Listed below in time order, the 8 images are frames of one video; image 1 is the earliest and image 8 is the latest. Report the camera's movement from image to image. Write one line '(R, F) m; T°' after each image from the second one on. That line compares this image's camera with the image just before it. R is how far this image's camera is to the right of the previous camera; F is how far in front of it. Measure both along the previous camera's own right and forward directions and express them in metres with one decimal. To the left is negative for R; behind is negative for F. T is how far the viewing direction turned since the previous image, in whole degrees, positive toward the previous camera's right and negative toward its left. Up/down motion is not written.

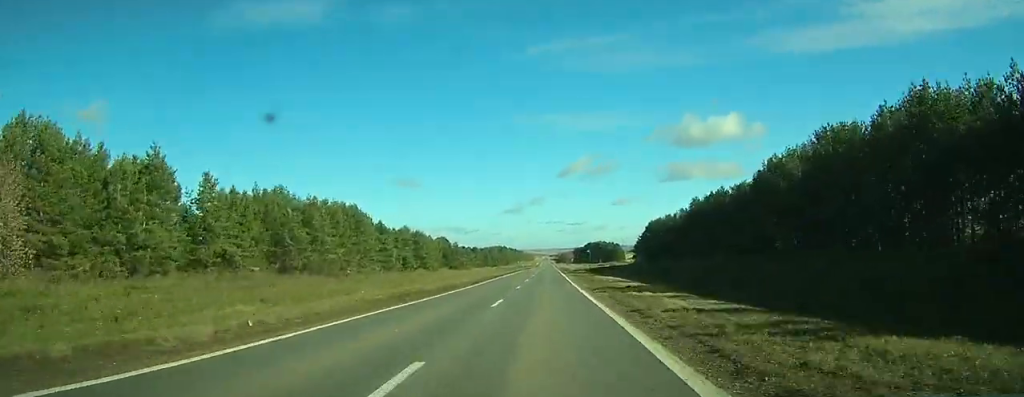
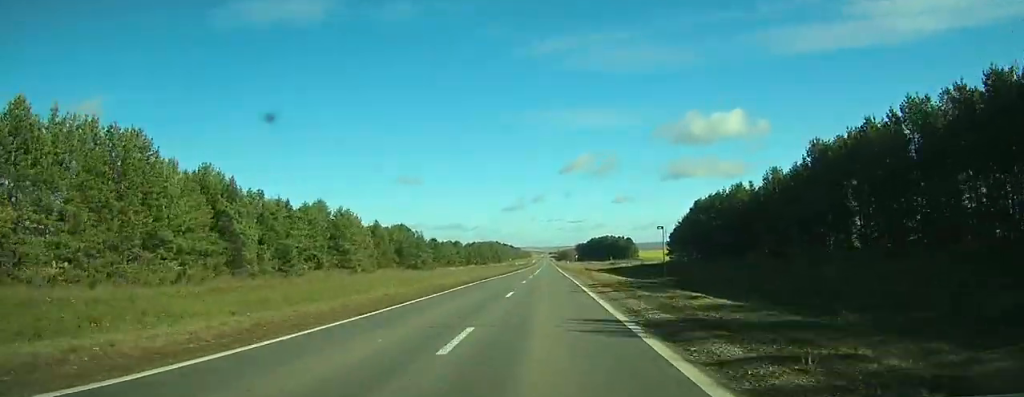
(-0.1, +58.1) m; 0°
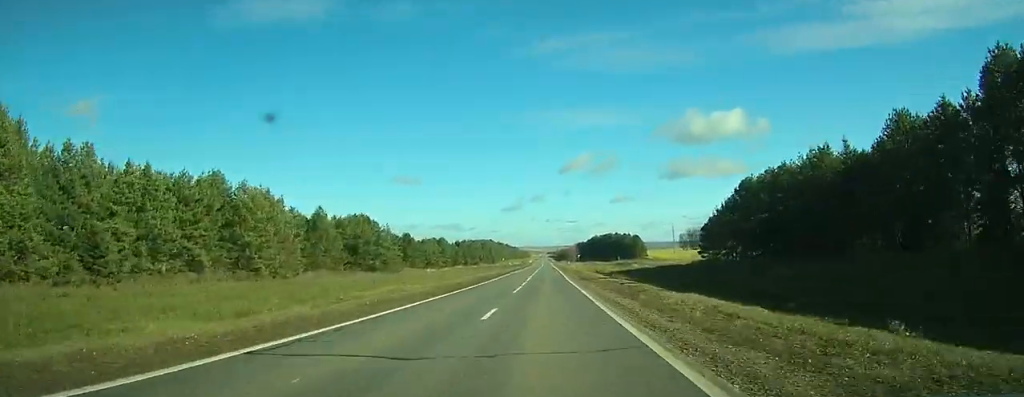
(-0.1, +31.3) m; 0°
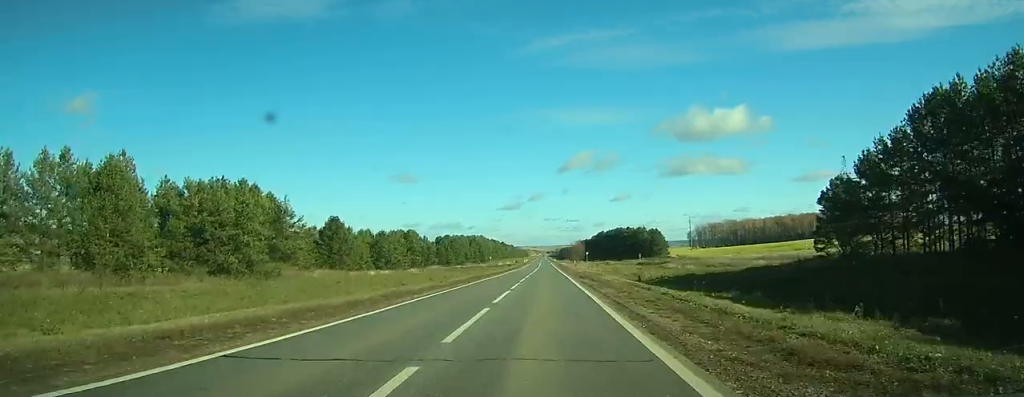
(+0.2, +47.9) m; 0°
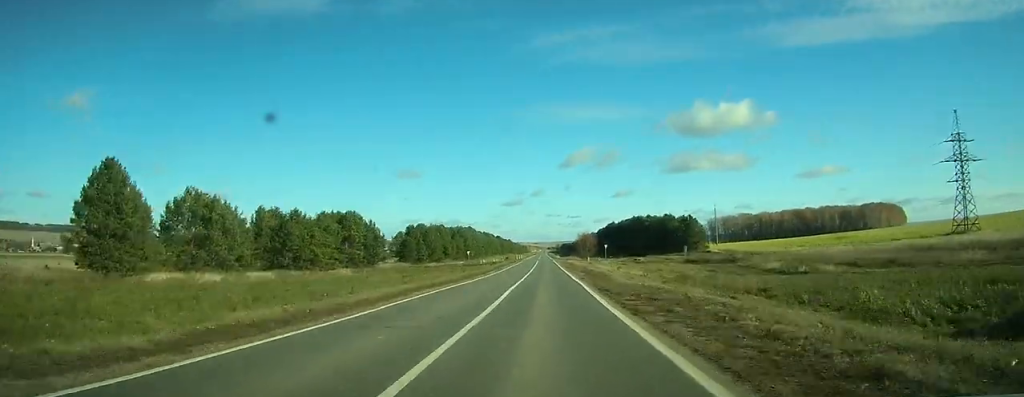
(0.0, +51.4) m; 0°
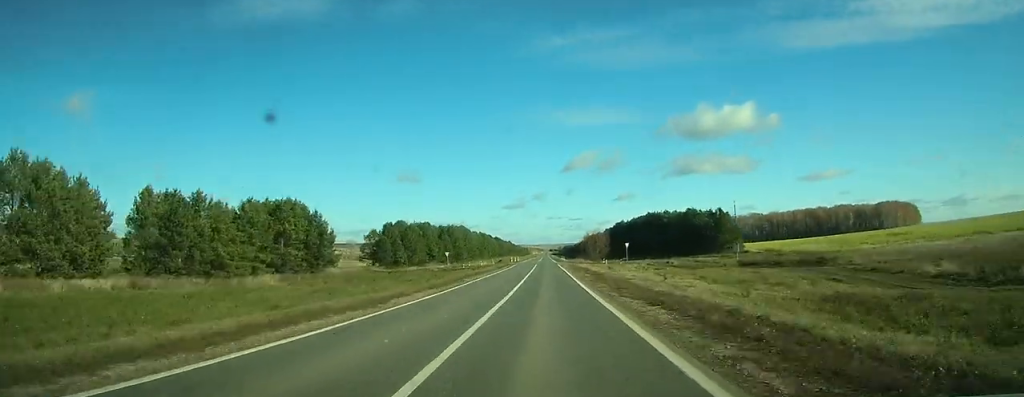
(0.0, +28.6) m; 0°
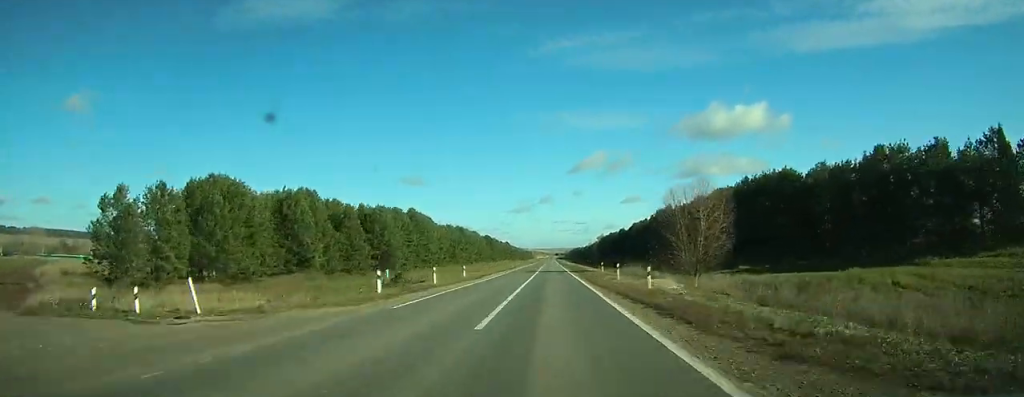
(-0.2, +93.9) m; 0°
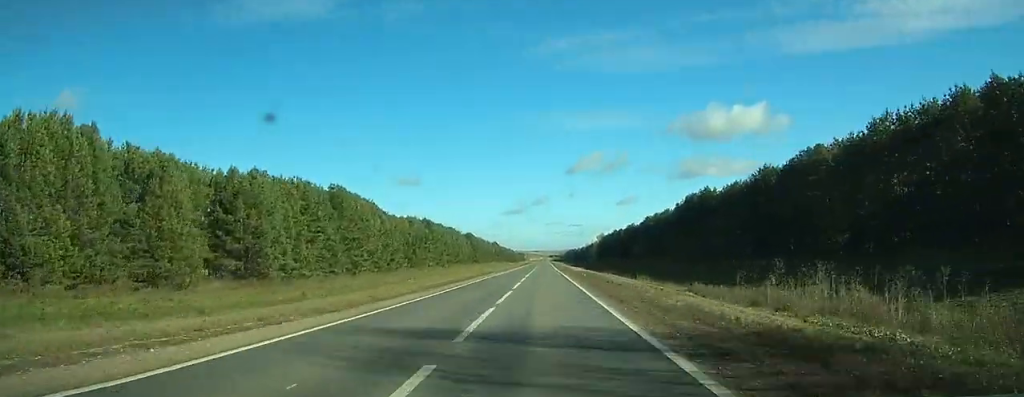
(0.0, +48.0) m; 0°
